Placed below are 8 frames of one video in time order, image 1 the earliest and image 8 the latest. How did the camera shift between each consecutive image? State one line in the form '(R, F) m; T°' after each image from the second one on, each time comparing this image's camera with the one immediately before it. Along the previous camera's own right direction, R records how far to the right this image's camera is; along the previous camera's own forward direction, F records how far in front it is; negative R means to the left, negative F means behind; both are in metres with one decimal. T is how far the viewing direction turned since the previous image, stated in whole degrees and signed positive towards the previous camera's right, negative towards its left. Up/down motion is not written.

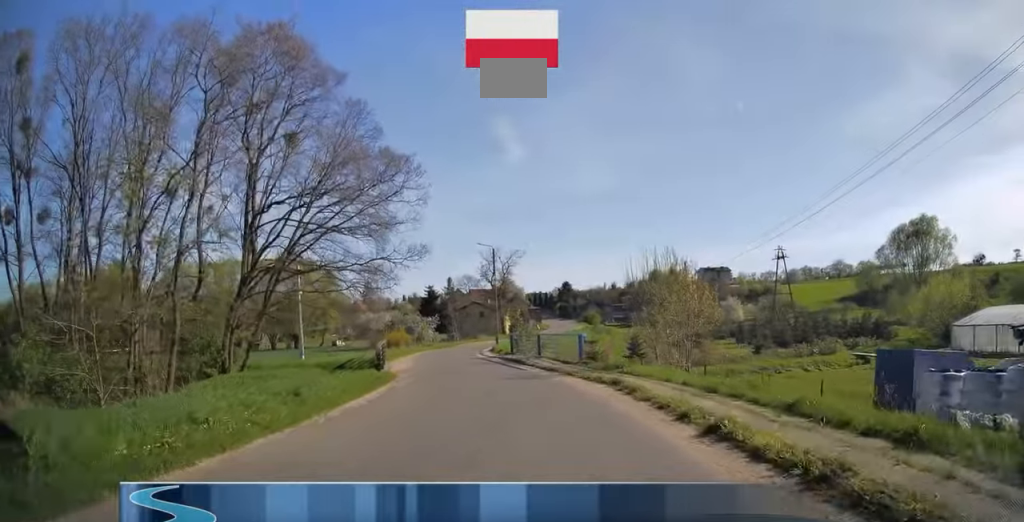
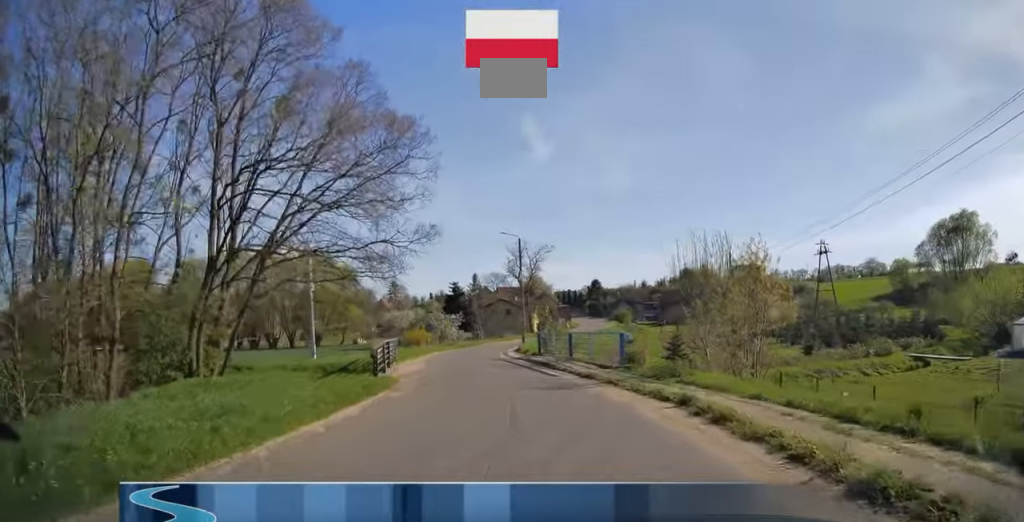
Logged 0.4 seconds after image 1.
(0.0, +4.3) m; 0°
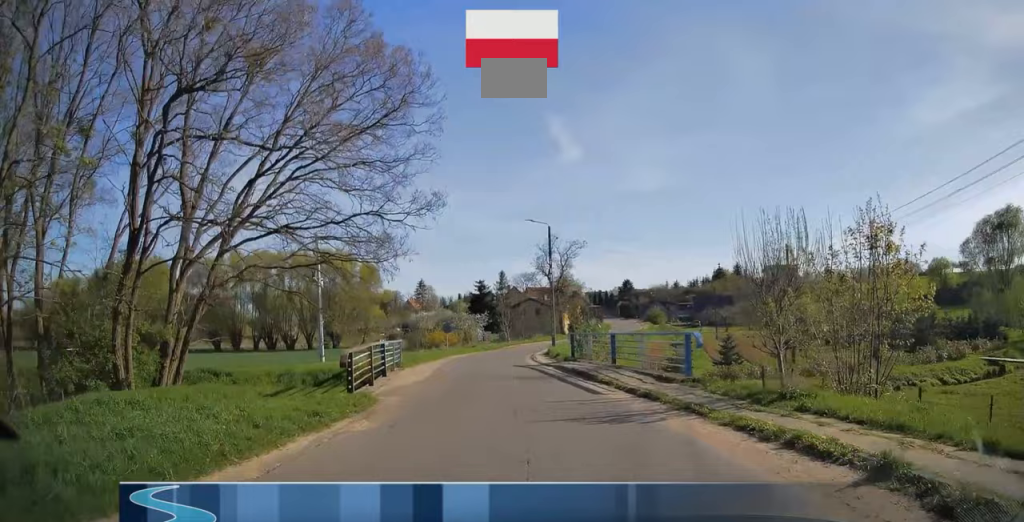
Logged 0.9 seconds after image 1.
(0.0, +5.2) m; 0°
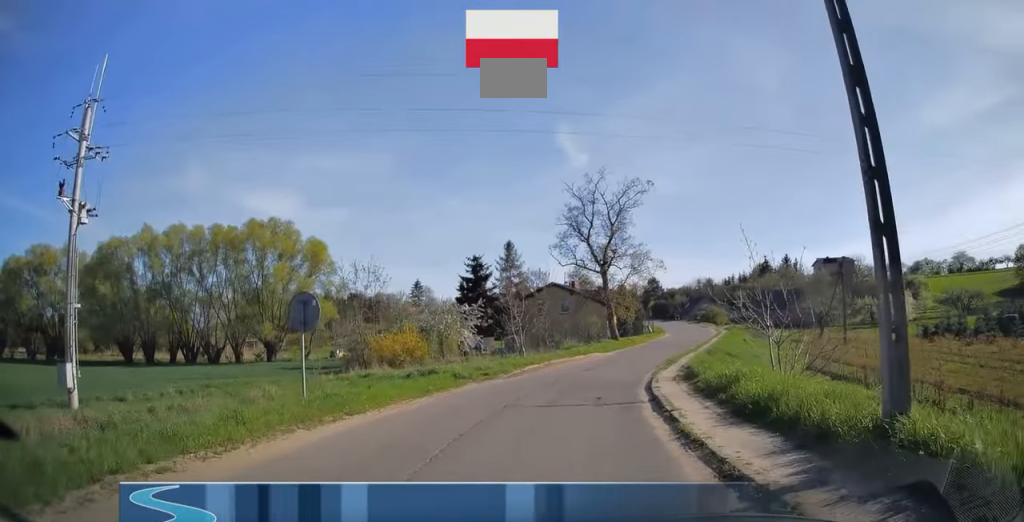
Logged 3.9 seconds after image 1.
(-0.8, +33.2) m; -2°
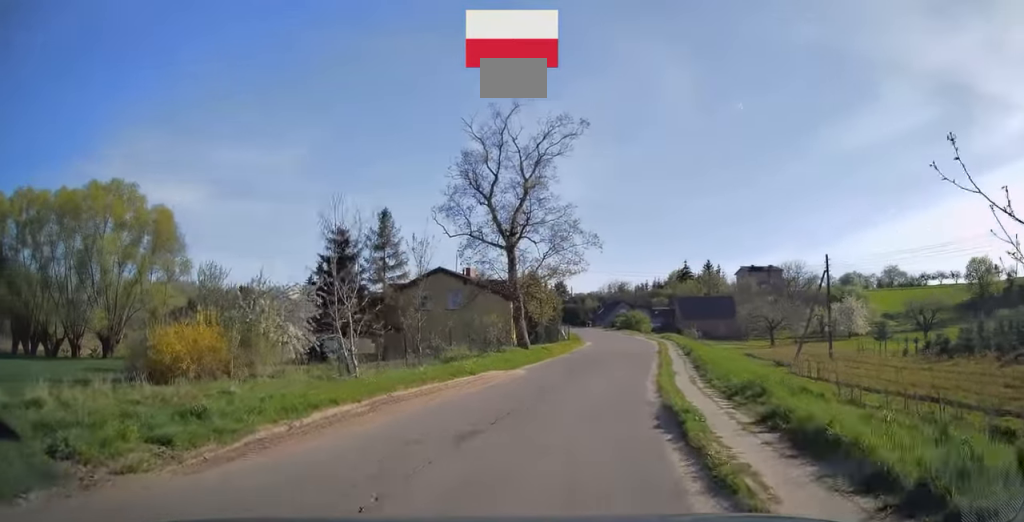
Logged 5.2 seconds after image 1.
(+0.6, +15.0) m; +7°
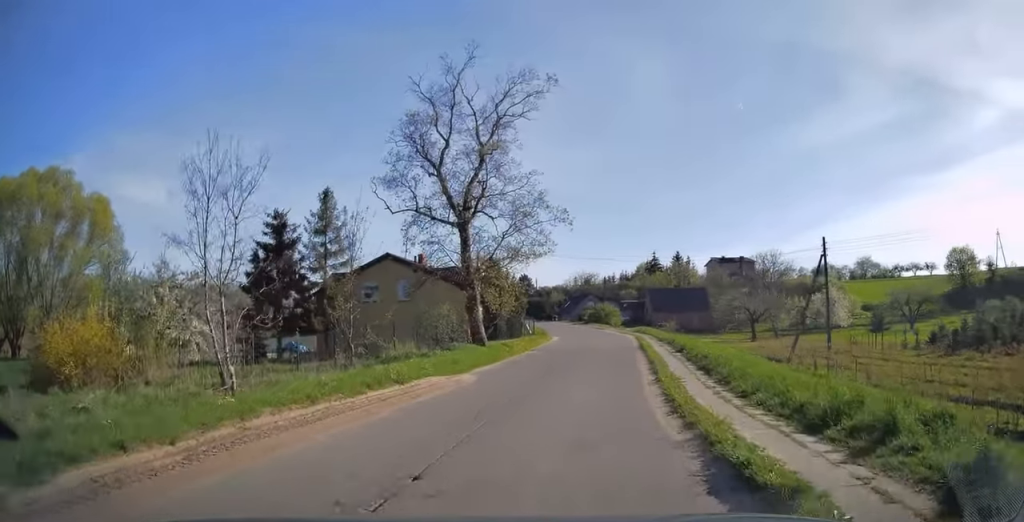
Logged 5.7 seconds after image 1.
(+0.3, +5.2) m; +3°
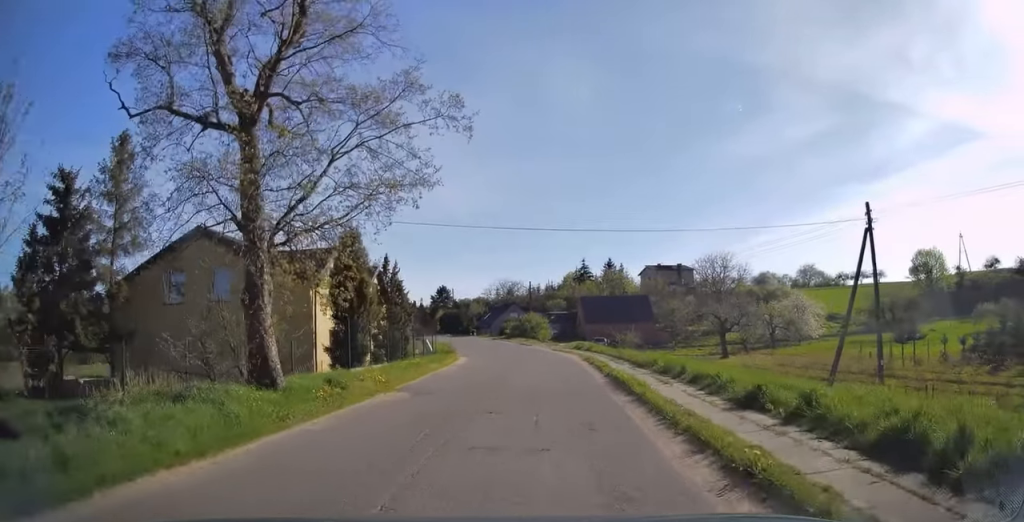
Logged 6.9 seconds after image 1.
(+0.9, +14.5) m; +6°
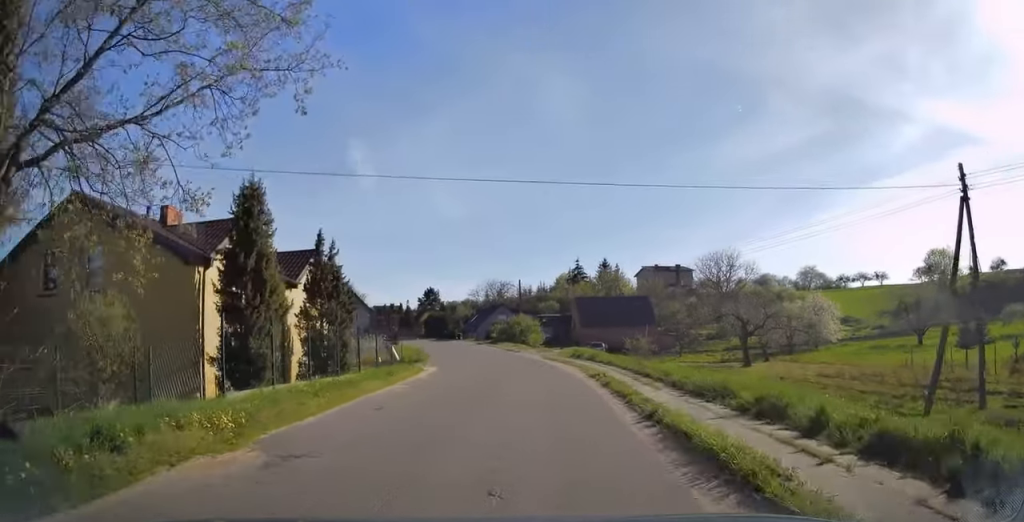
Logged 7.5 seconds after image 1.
(+0.2, +7.4) m; +1°
